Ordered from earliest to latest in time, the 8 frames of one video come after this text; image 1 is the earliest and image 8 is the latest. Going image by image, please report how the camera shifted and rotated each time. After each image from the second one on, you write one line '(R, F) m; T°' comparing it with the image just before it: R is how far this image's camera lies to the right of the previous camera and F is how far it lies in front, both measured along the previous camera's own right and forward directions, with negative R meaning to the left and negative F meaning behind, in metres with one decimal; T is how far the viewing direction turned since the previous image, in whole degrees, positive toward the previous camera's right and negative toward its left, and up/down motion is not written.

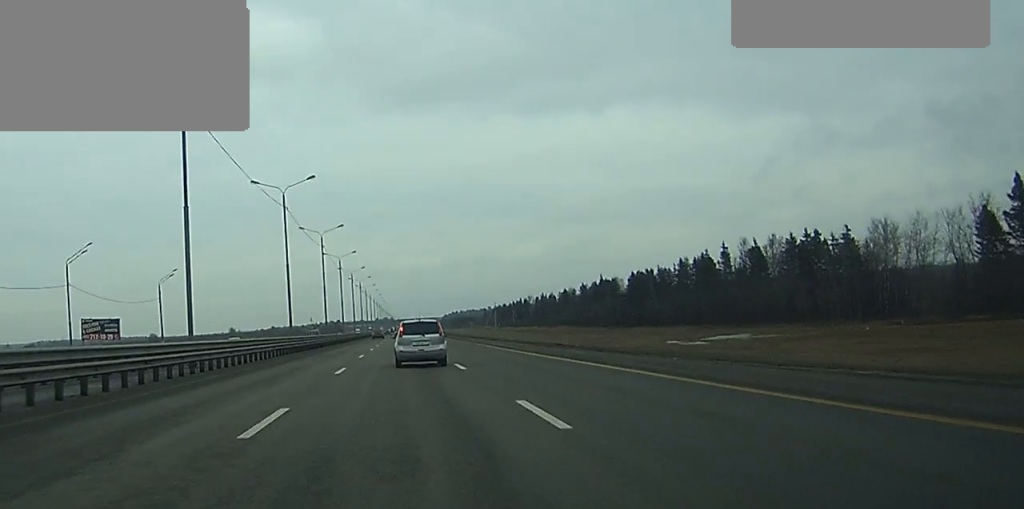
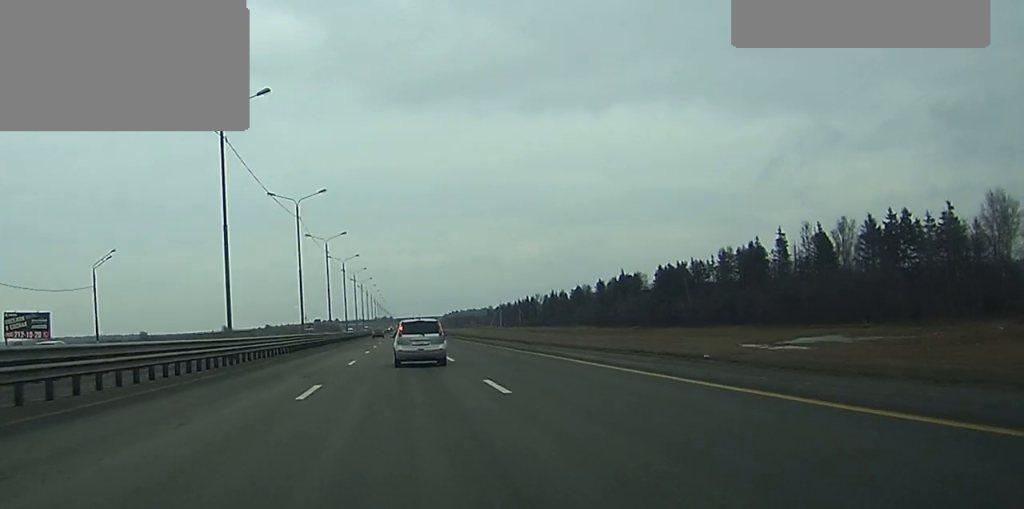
(0.0, +25.9) m; 0°
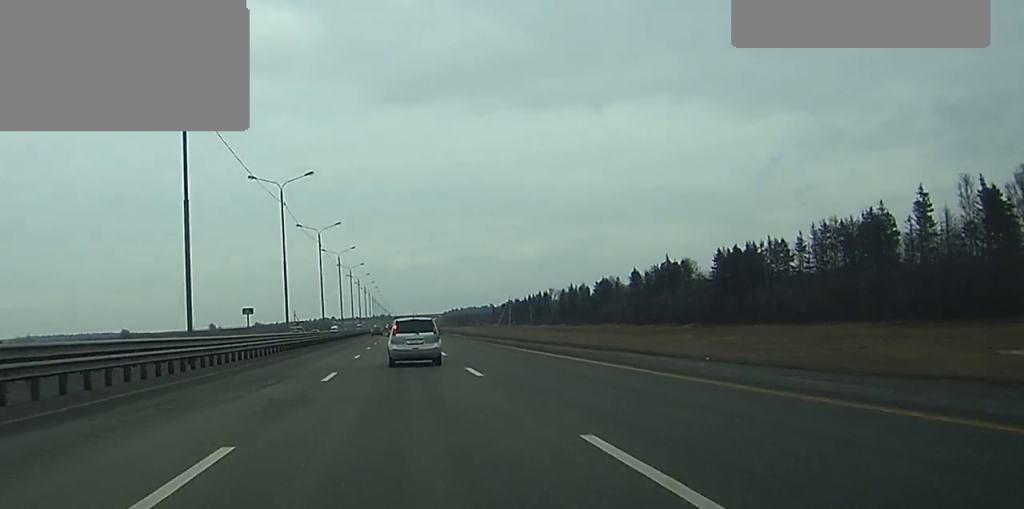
(0.0, +42.5) m; 0°
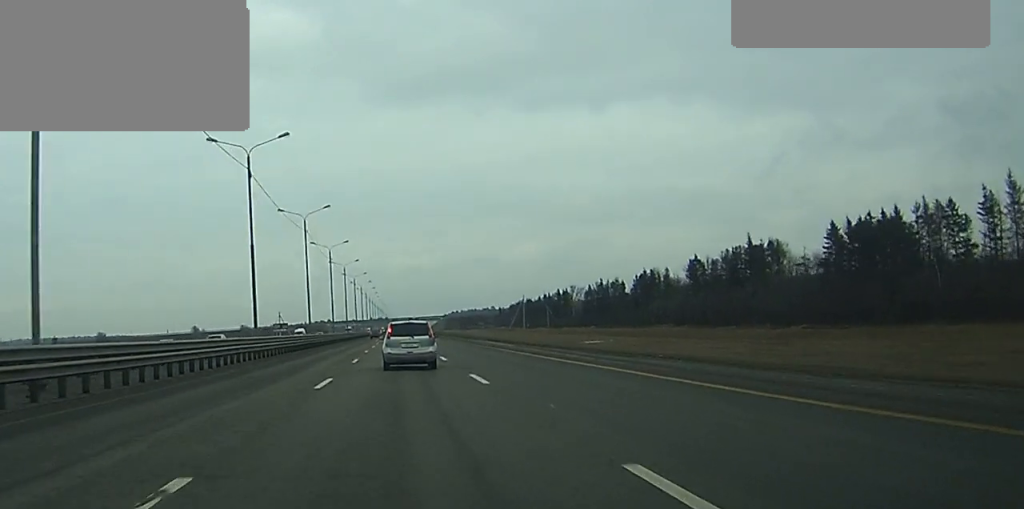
(0.0, +49.4) m; 0°
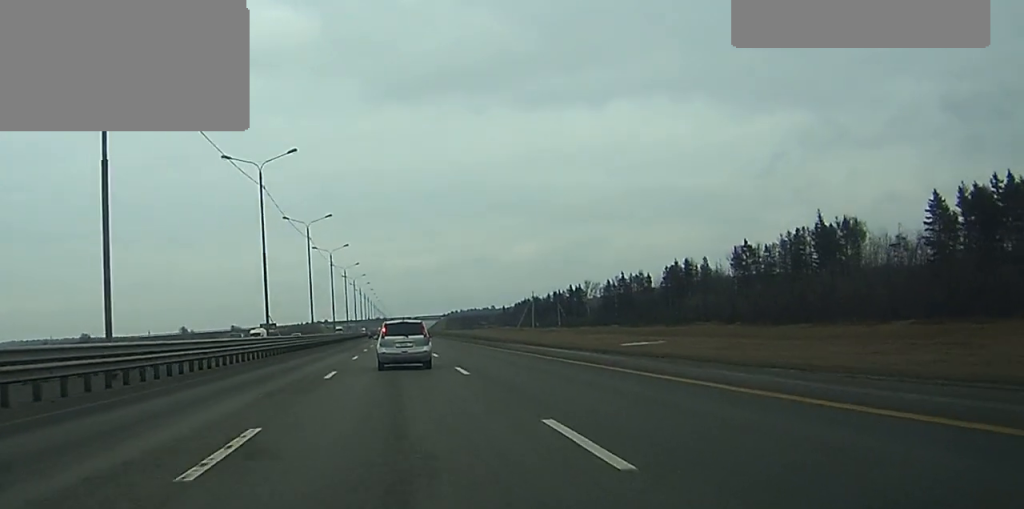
(0.0, +28.2) m; 0°
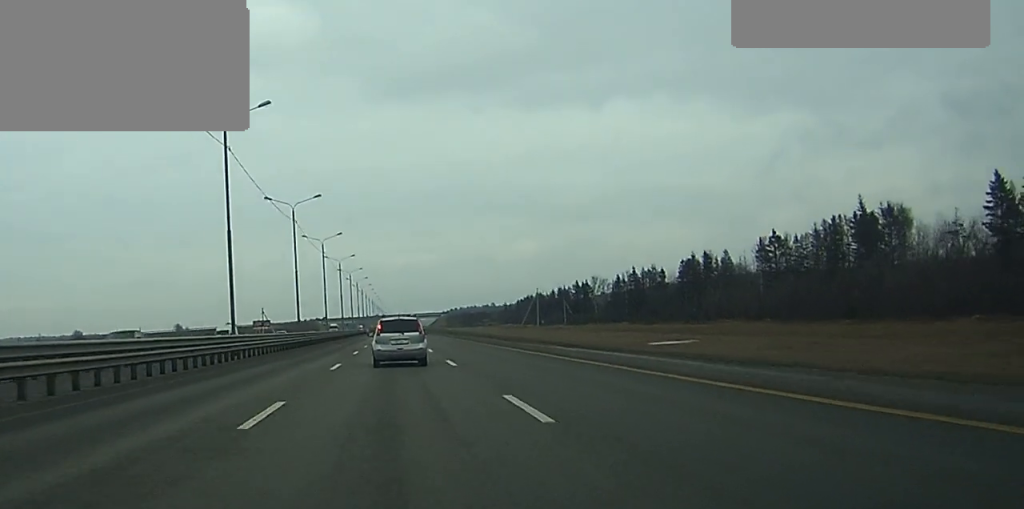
(0.0, +12.6) m; 0°
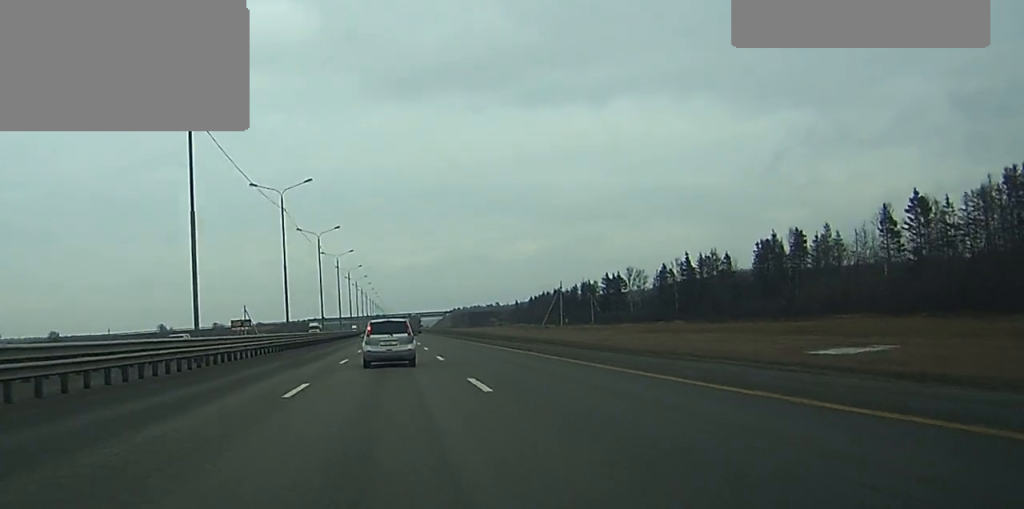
(0.0, +42.7) m; 0°
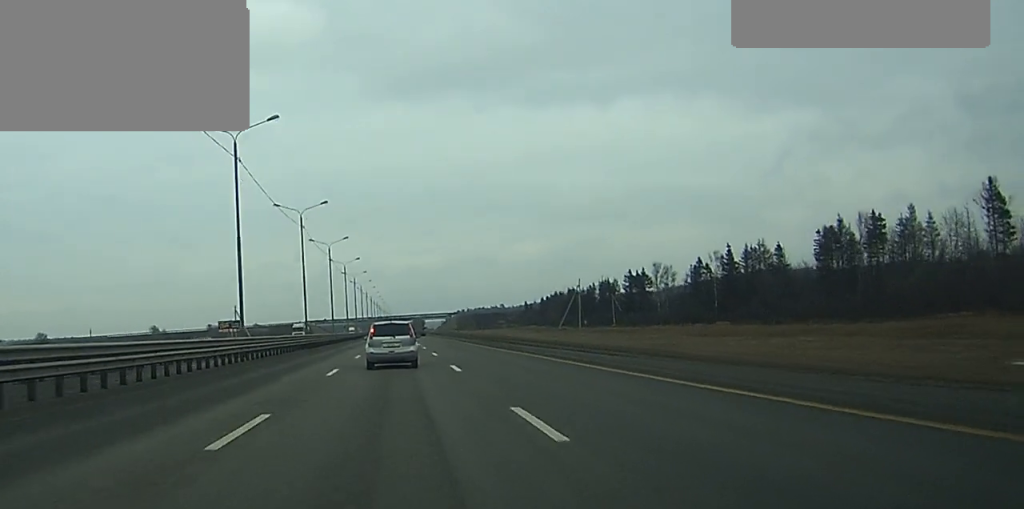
(-0.1, +23.2) m; 0°
